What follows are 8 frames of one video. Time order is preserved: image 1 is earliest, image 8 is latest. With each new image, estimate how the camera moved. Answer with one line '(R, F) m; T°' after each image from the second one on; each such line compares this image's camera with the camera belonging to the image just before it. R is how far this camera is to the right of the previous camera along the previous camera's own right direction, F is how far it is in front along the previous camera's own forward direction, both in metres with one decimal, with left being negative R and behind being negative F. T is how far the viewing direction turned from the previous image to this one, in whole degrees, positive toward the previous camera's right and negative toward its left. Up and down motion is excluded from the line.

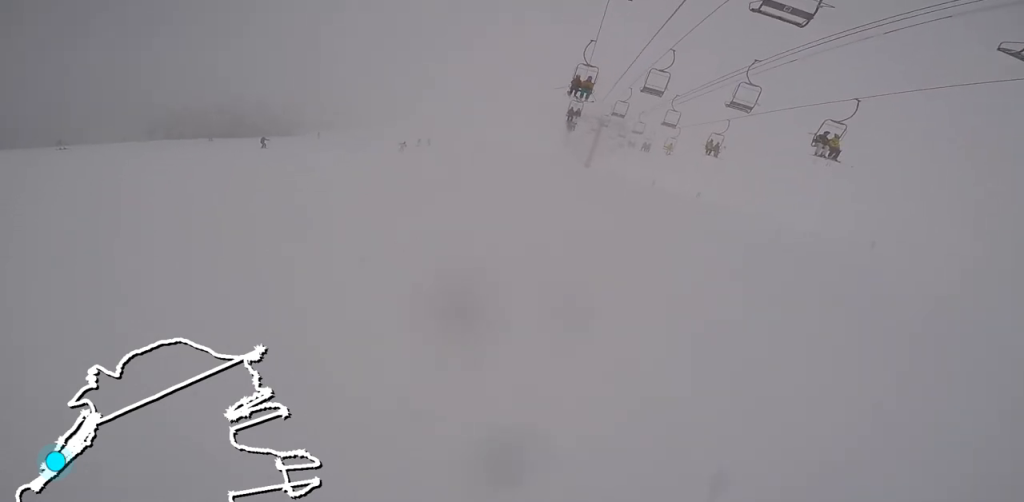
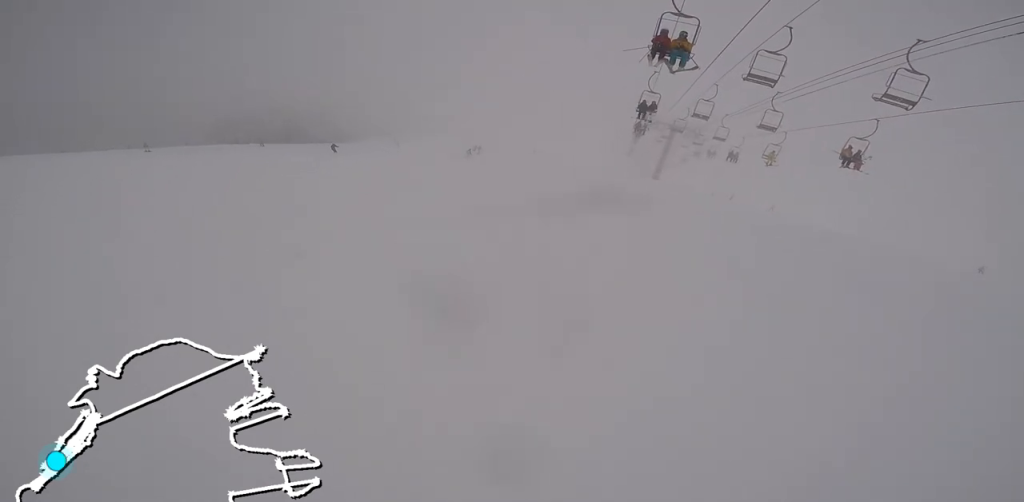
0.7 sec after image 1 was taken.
(-1.2, +5.9) m; -8°
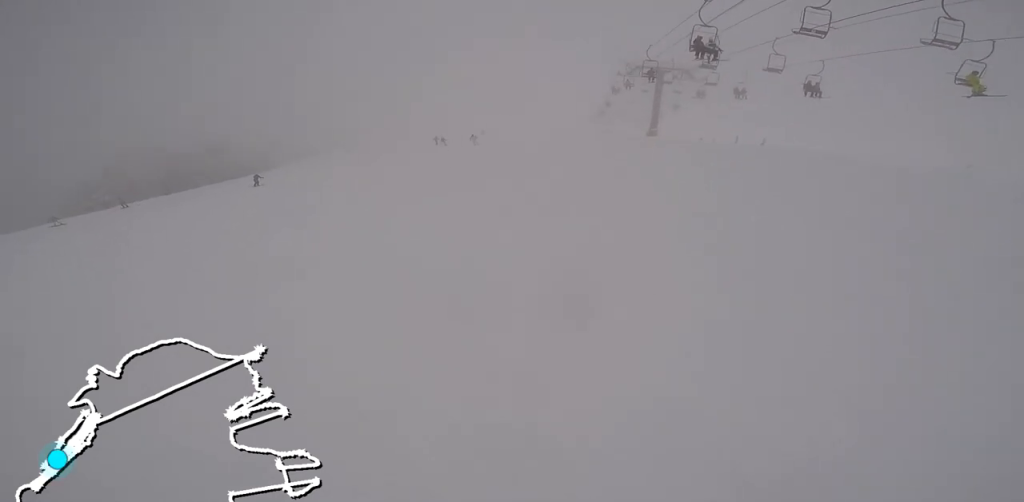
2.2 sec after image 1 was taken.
(-0.9, +14.3) m; -1°
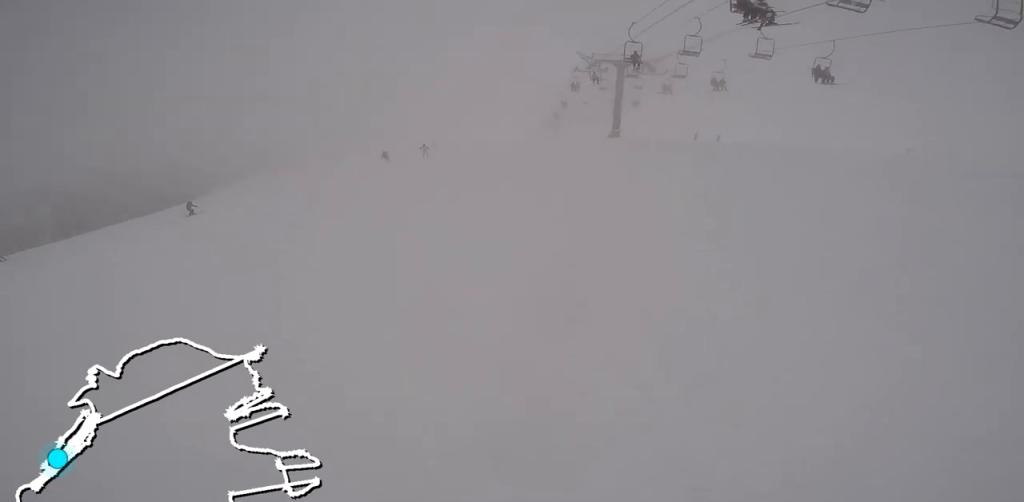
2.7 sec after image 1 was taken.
(-0.1, +5.0) m; +6°
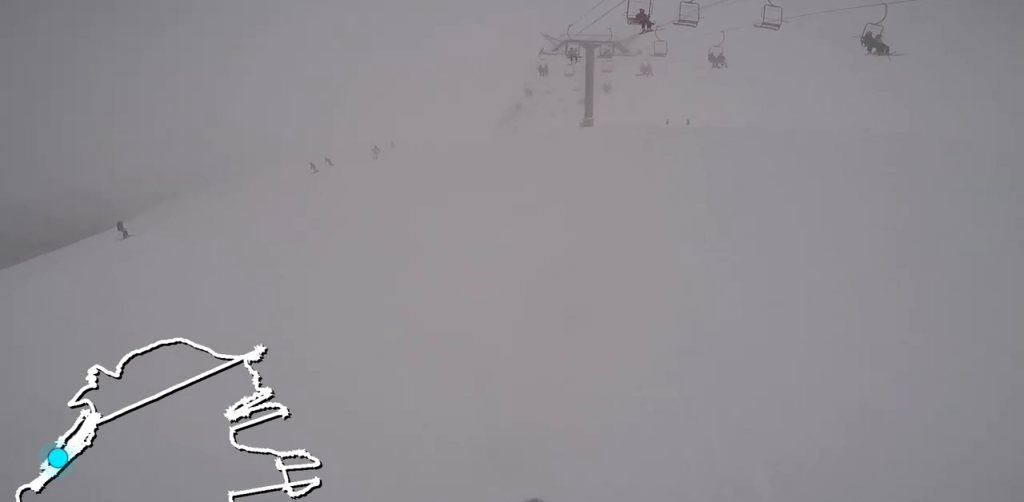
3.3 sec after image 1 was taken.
(+0.1, +5.1) m; +6°
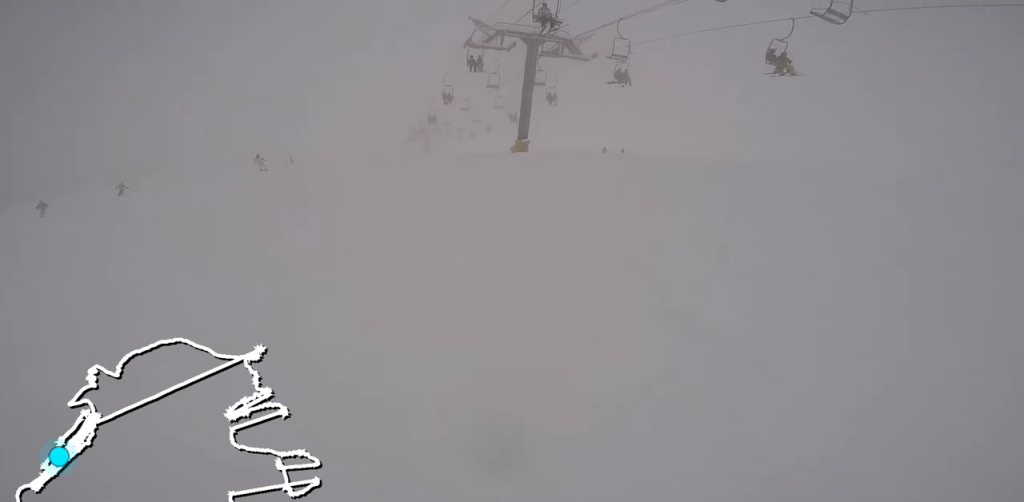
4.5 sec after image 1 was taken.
(+1.9, +12.1) m; +9°
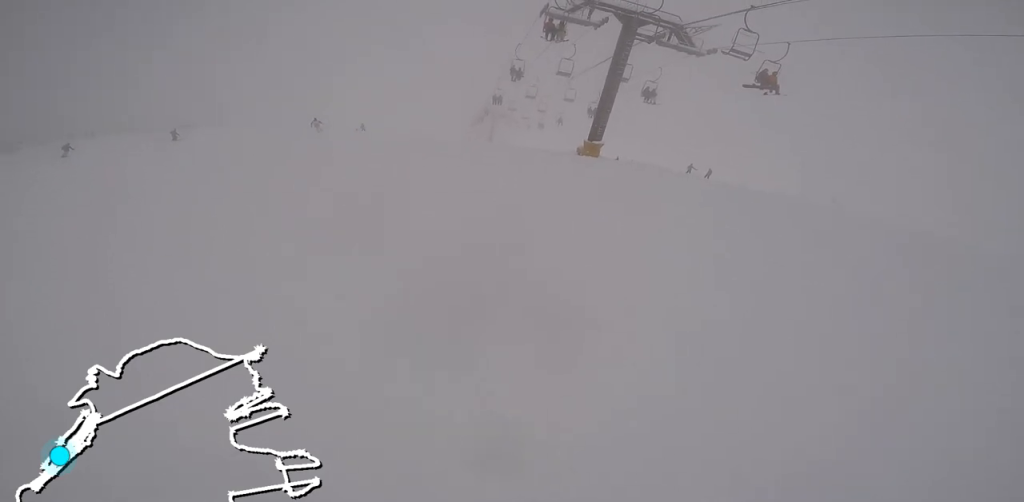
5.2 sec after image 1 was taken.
(0.0, +6.3) m; -2°
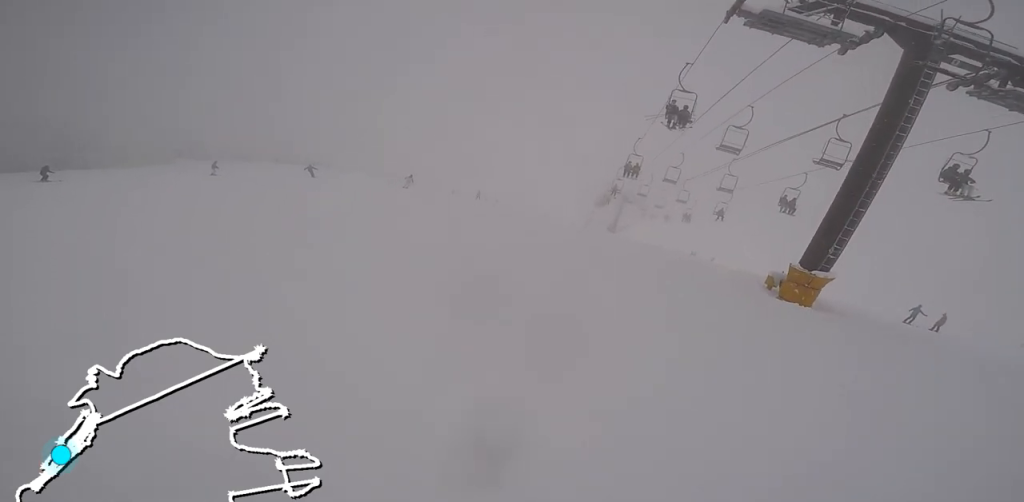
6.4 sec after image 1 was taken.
(-1.5, +11.2) m; -18°
